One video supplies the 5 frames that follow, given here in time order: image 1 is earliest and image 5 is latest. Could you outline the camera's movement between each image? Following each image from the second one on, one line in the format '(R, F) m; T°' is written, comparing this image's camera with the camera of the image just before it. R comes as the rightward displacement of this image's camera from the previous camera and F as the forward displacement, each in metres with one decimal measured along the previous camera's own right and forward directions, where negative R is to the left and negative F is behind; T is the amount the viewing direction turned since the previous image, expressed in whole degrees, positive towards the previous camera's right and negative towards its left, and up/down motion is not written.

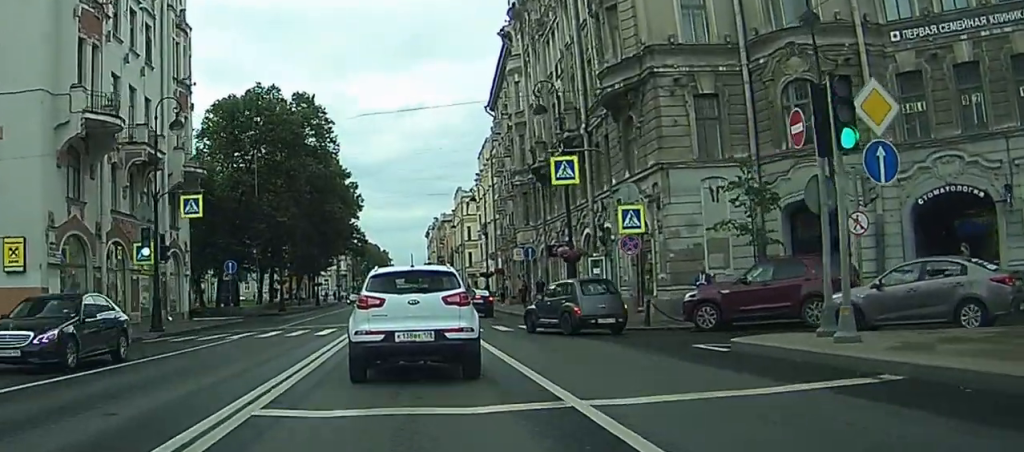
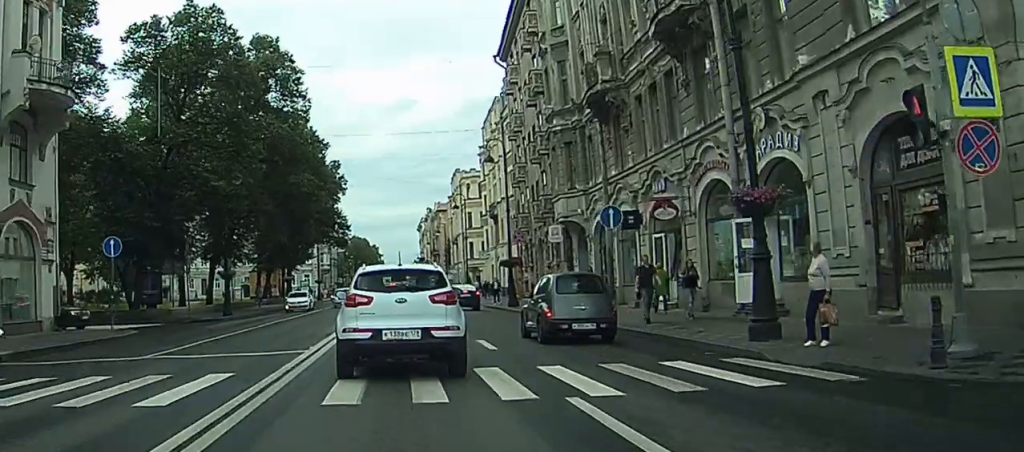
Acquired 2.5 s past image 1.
(+1.2, +12.6) m; +8°
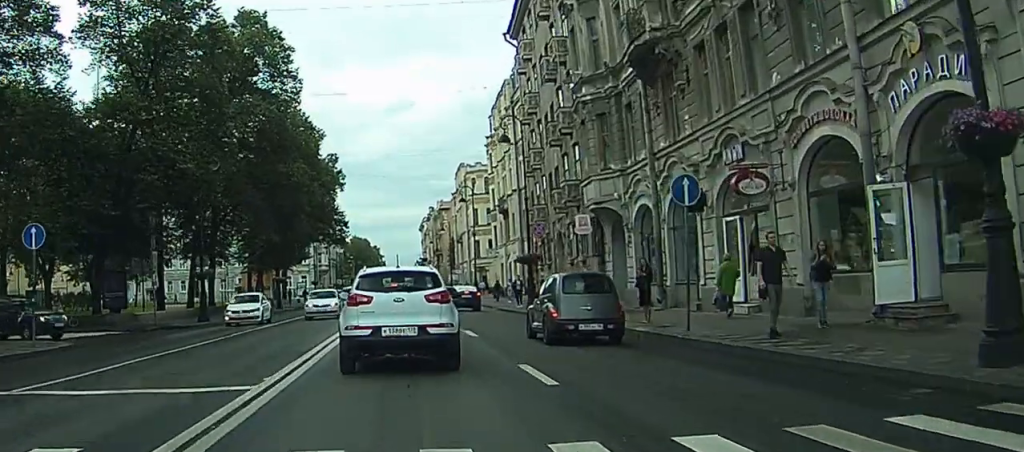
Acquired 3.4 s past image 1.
(+0.1, +5.3) m; +1°
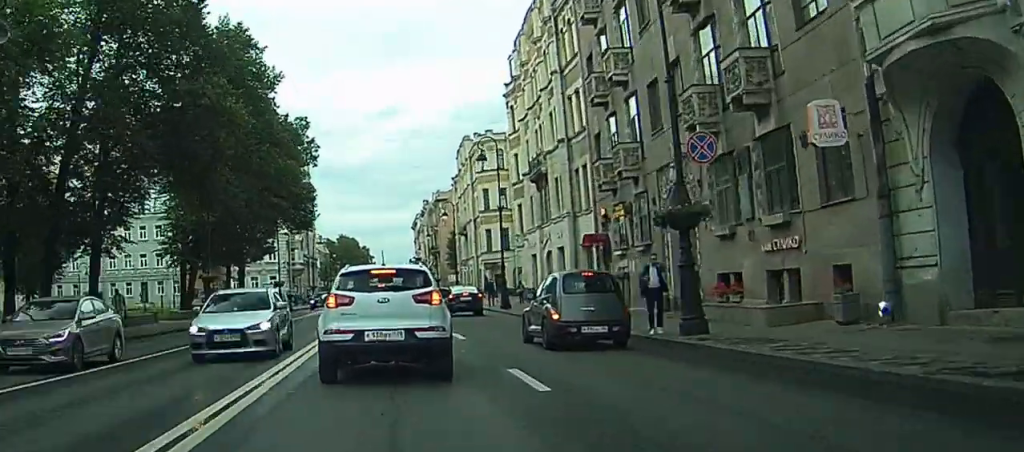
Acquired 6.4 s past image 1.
(+1.3, +20.9) m; +6°
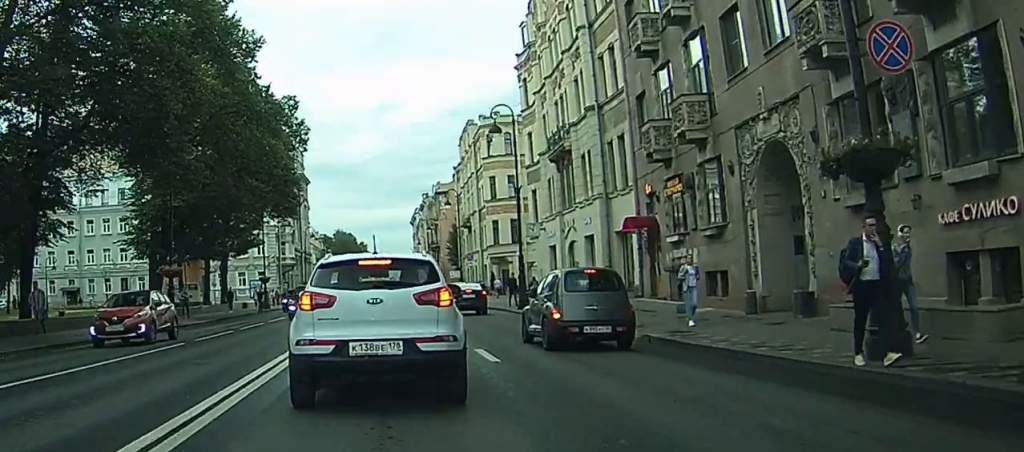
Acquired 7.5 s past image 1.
(+0.1, +7.6) m; +4°
